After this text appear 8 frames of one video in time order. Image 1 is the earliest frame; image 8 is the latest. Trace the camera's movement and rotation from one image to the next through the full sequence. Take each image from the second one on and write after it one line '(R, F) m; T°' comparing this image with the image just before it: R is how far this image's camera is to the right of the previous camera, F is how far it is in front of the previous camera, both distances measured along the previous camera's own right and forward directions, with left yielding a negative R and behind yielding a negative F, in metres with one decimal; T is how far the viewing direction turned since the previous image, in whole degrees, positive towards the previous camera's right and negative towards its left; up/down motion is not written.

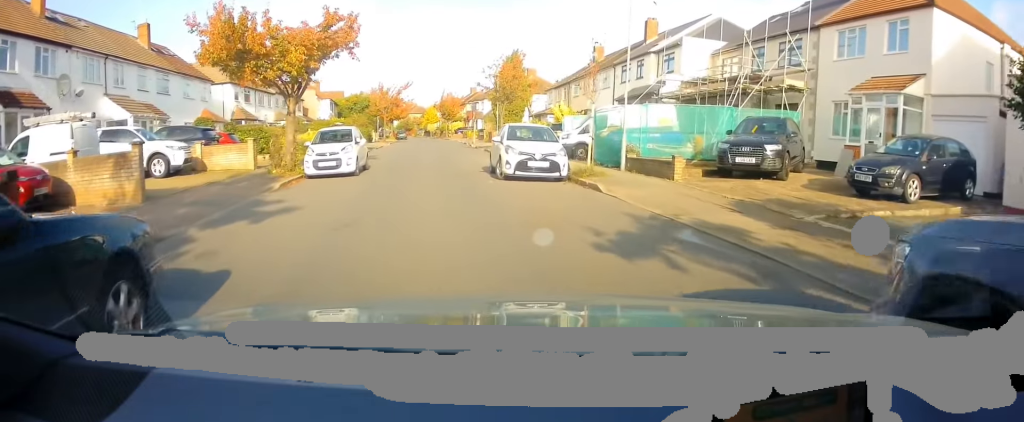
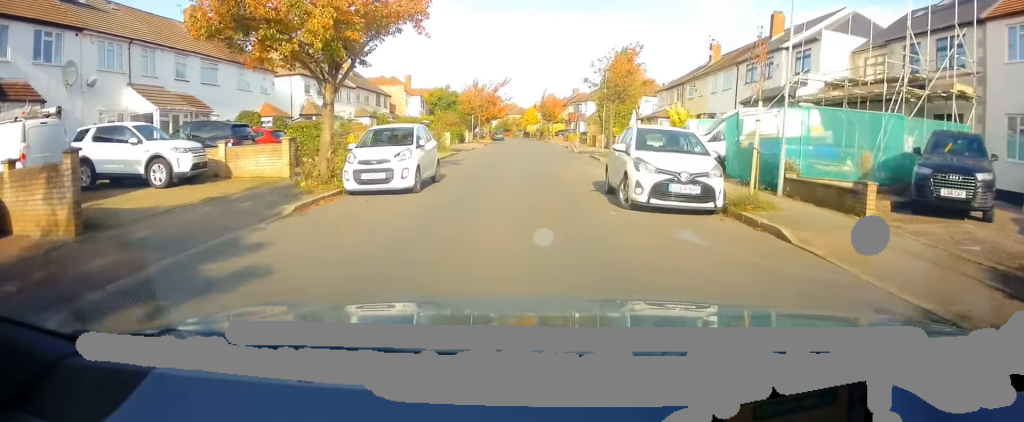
(-0.5, +4.2) m; -8°
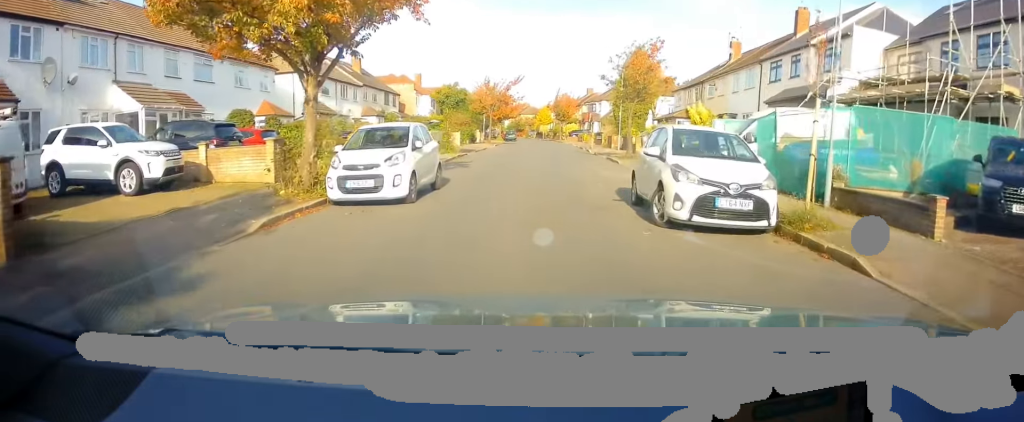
(0.0, +1.6) m; +2°
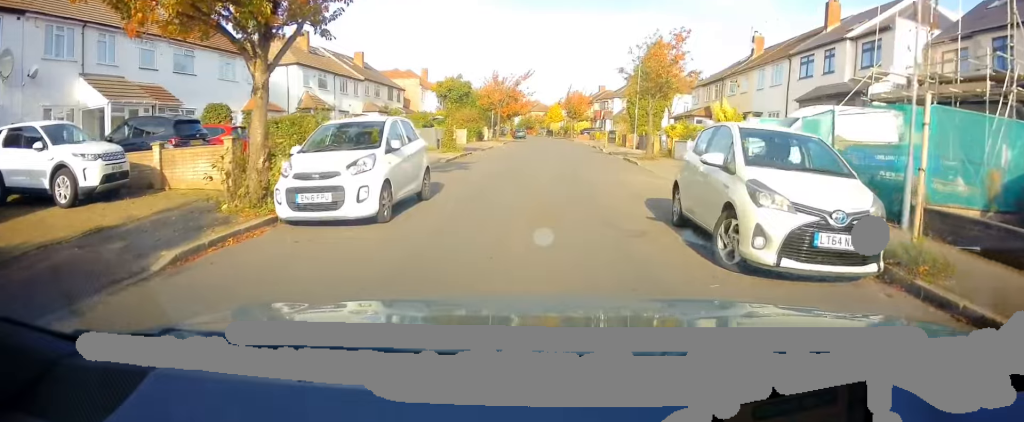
(+0.1, +2.4) m; -1°
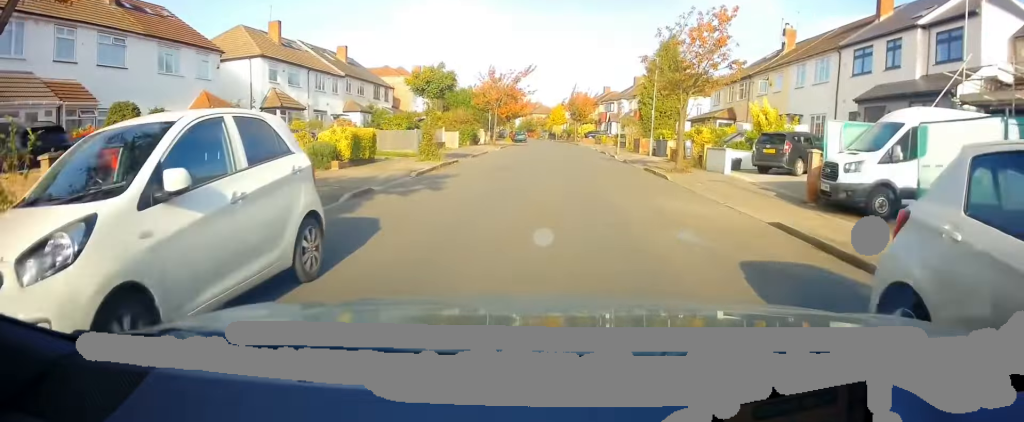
(-0.3, +5.0) m; -5°
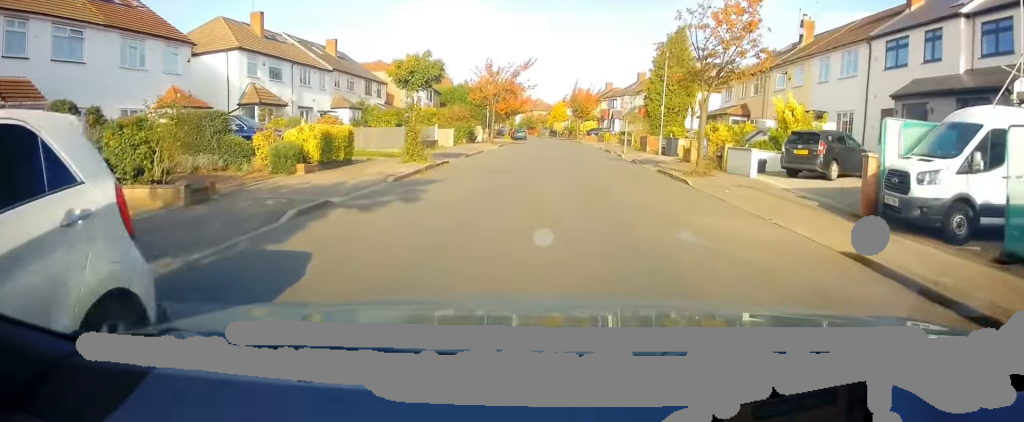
(-0.1, +2.4) m; -1°
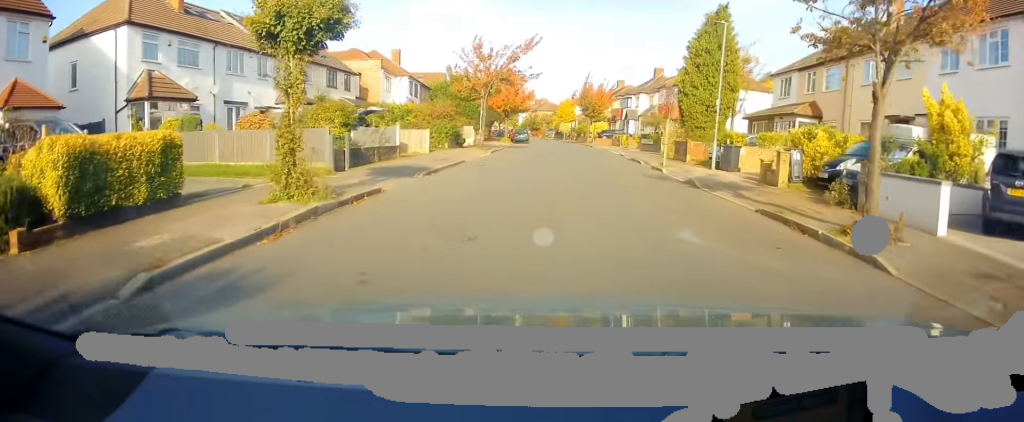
(+0.4, +9.1) m; +3°
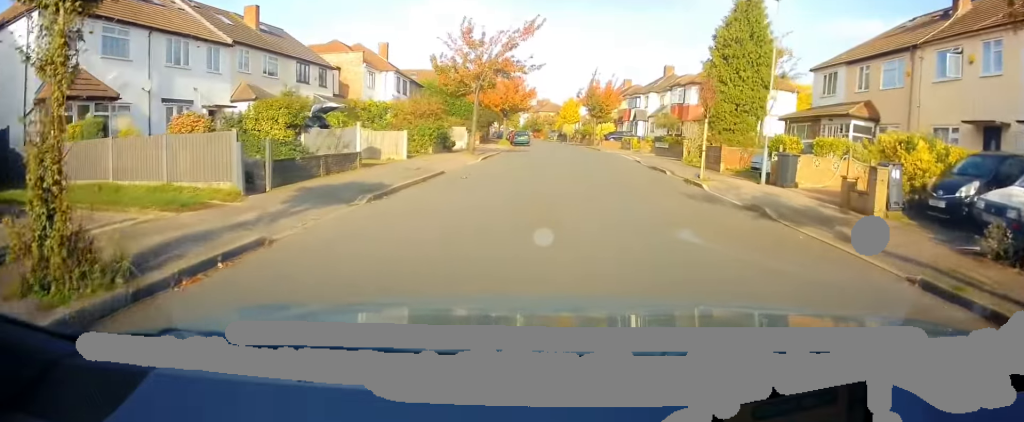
(0.0, +5.1) m; -2°
